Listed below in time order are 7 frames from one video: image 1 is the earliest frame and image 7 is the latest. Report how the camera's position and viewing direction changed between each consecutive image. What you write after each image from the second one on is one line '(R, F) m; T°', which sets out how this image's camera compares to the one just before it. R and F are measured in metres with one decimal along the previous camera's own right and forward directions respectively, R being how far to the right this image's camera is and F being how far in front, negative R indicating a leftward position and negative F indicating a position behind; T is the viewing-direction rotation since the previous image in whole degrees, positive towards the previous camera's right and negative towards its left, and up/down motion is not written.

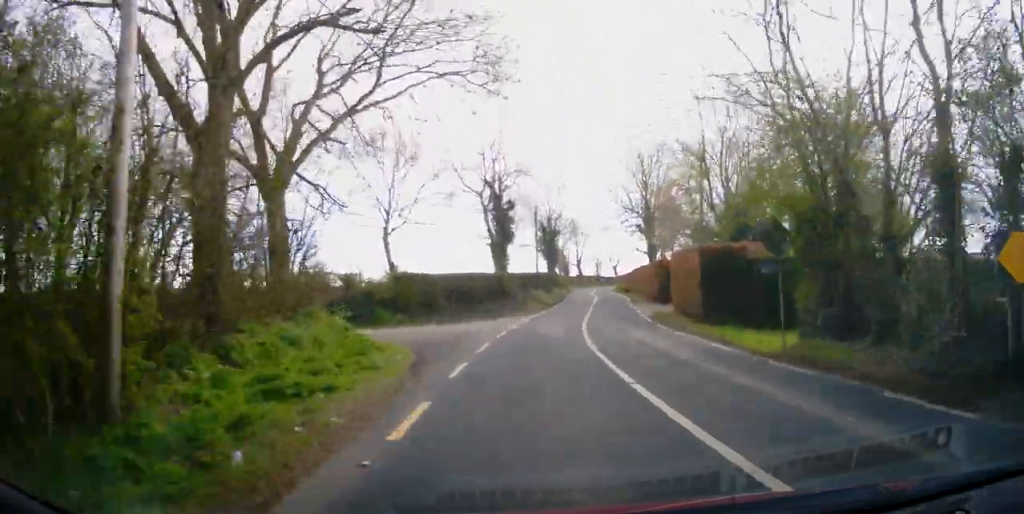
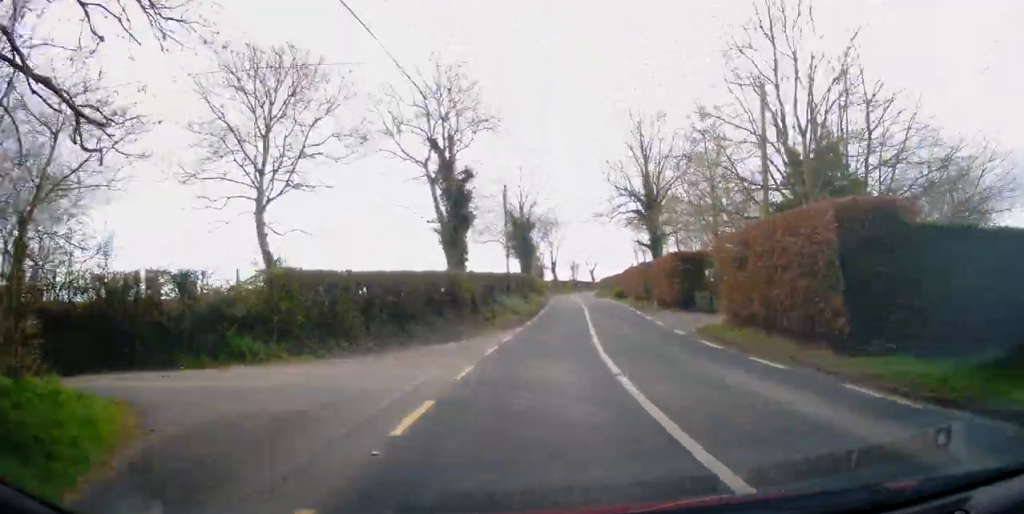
(-0.2, +11.8) m; +1°
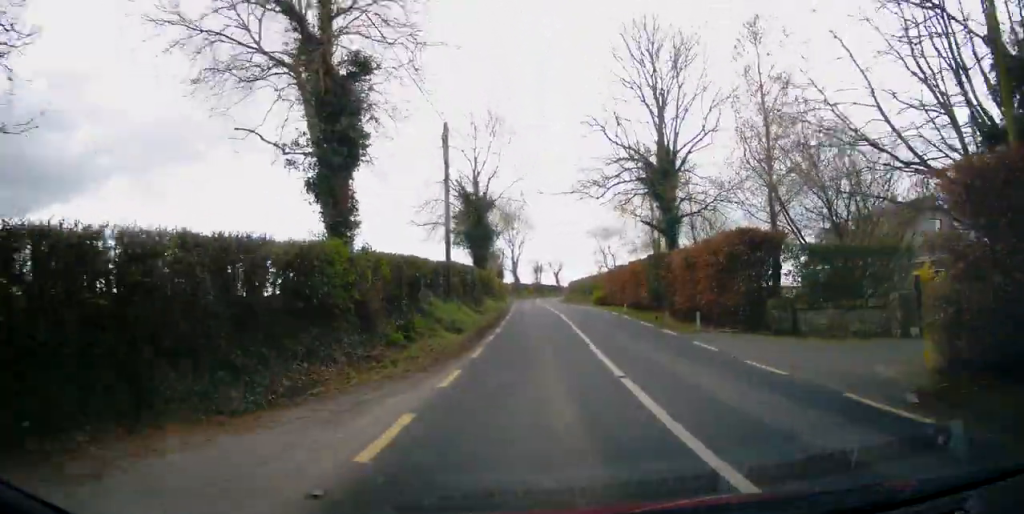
(+0.2, +13.1) m; +2°
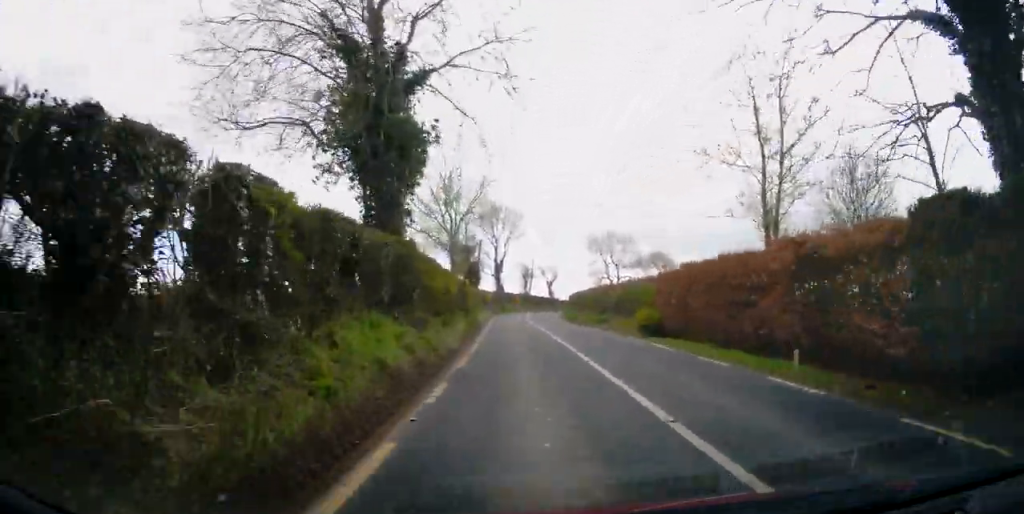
(+0.7, +21.7) m; +3°
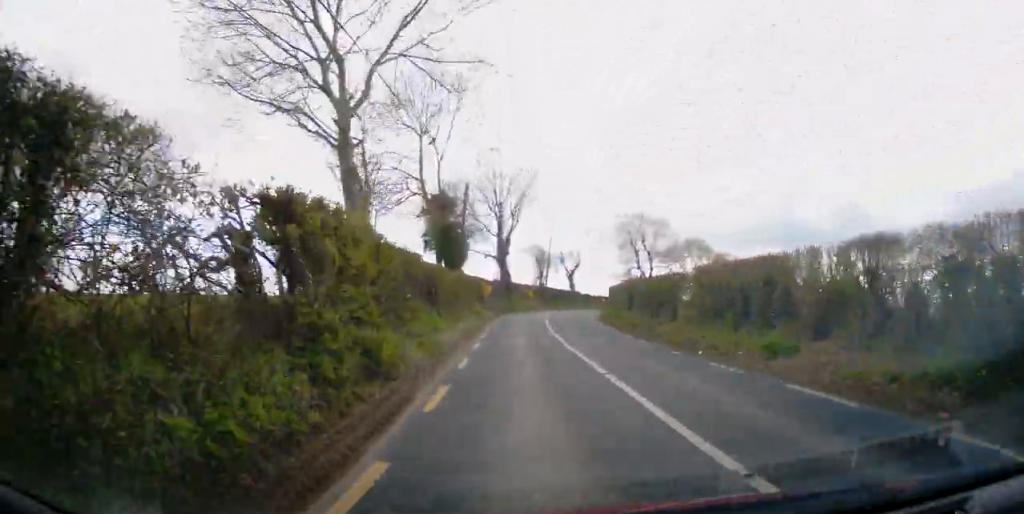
(+0.2, +21.3) m; 0°
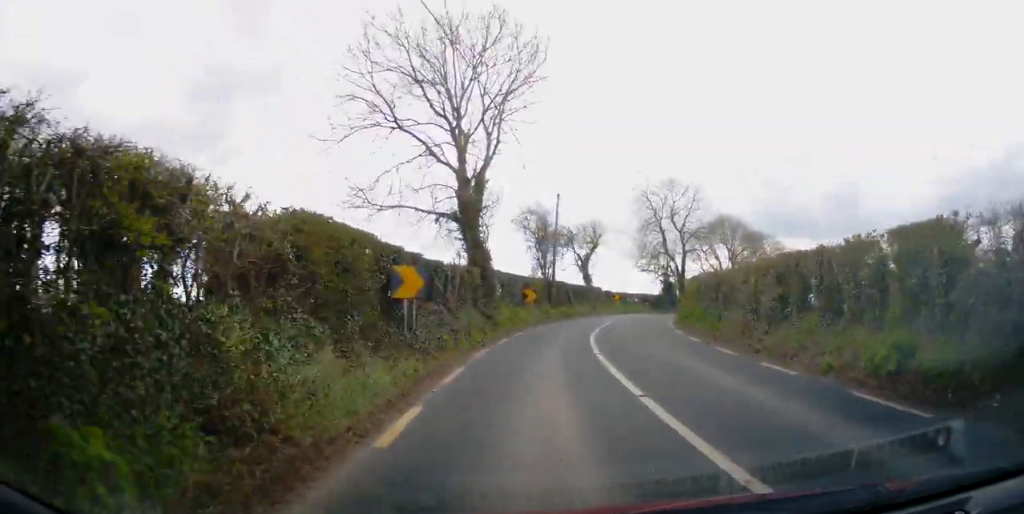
(-0.2, +26.1) m; +1°
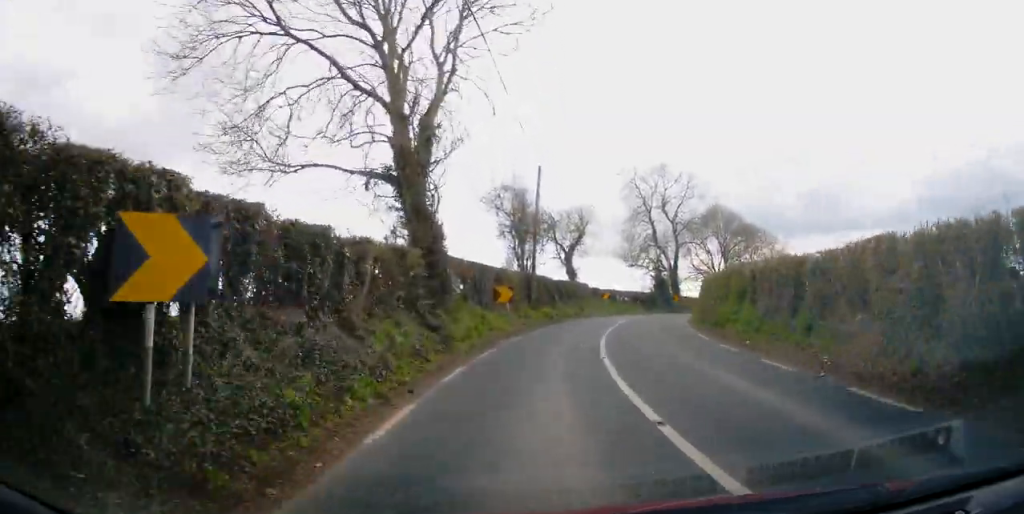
(-0.1, +8.1) m; +1°
